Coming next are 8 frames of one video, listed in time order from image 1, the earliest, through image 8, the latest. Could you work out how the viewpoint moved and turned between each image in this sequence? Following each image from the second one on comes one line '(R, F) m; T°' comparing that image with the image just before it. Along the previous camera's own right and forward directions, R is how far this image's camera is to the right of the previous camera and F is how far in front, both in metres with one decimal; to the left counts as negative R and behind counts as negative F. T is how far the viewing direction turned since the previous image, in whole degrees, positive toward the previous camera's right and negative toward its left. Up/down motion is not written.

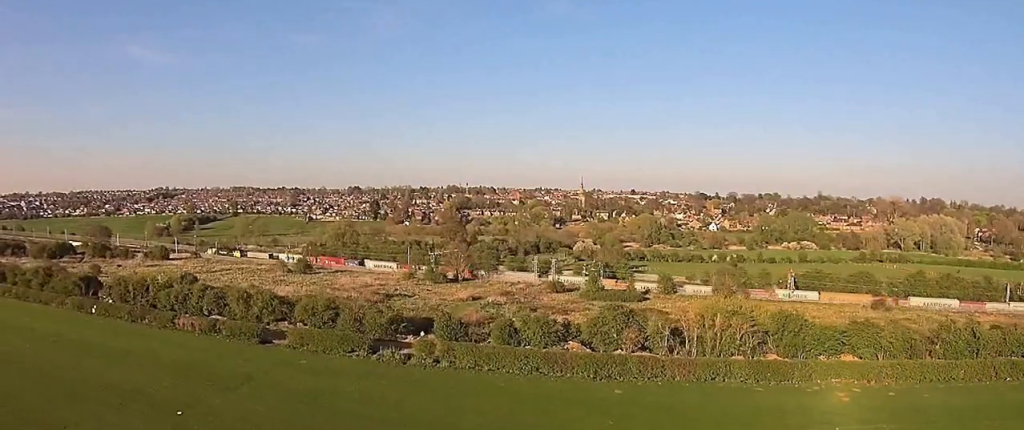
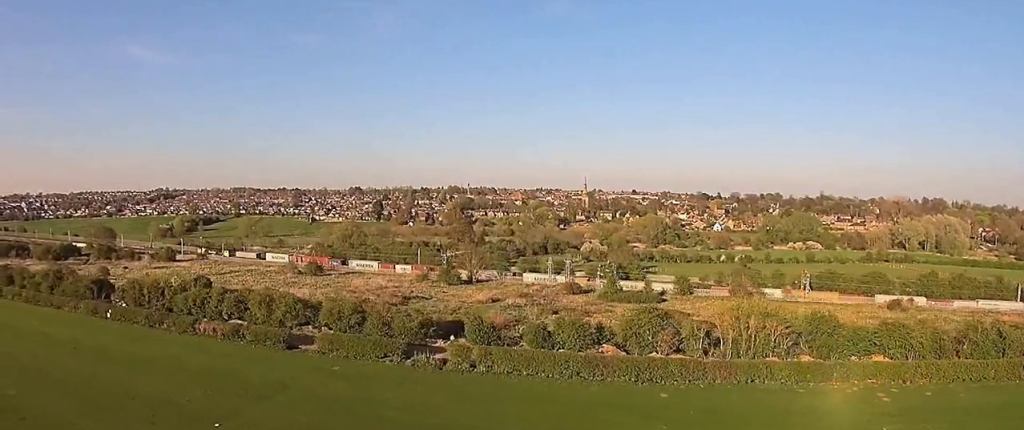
(0.0, +3.9) m; 0°
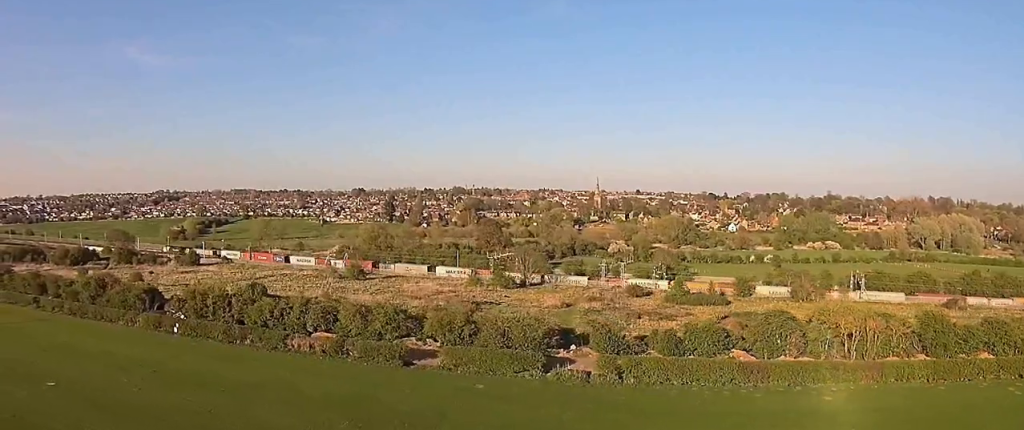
(0.0, +14.7) m; 0°
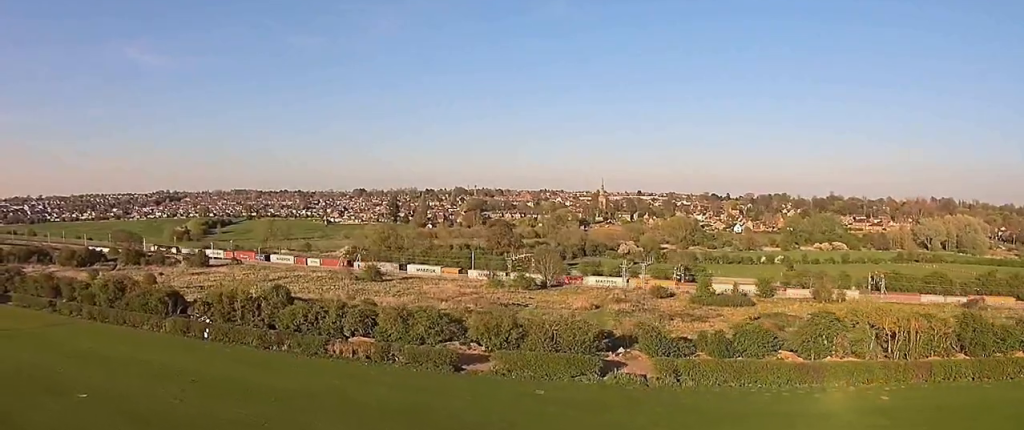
(0.0, +5.5) m; 0°
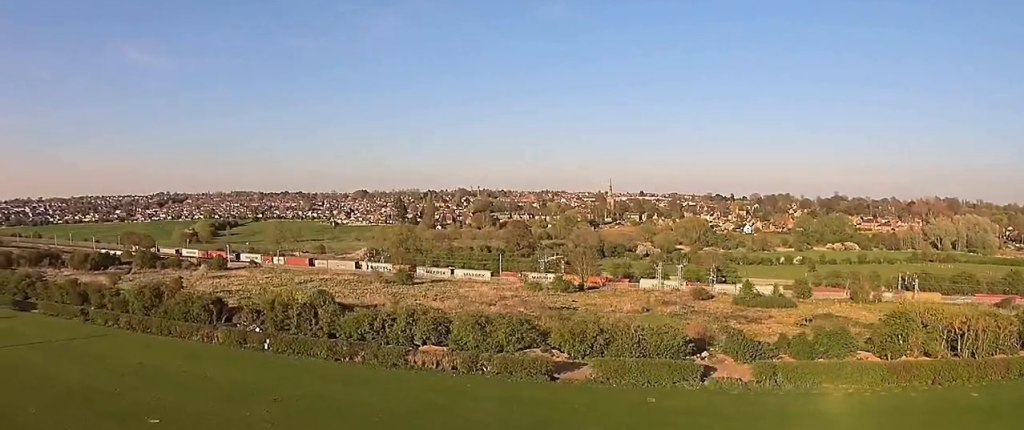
(0.0, +9.5) m; 0°
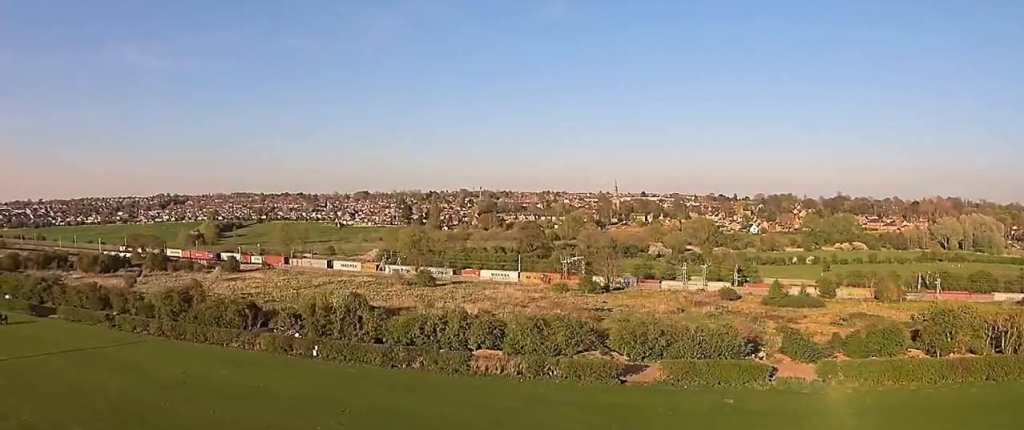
(0.0, +6.6) m; -1°
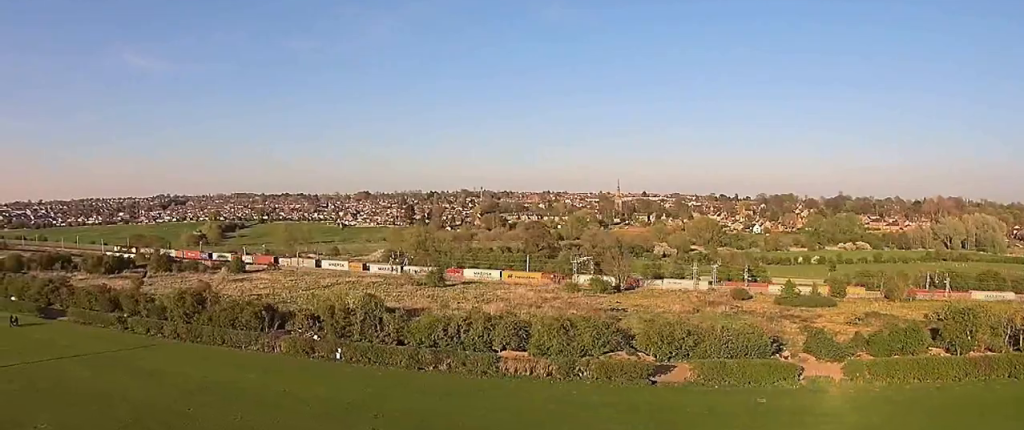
(0.0, +2.9) m; 0°
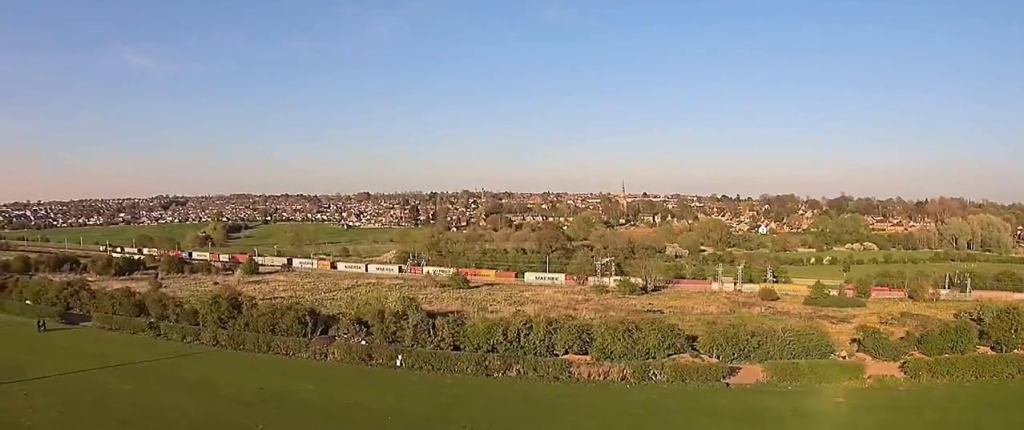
(0.0, +5.8) m; 0°
